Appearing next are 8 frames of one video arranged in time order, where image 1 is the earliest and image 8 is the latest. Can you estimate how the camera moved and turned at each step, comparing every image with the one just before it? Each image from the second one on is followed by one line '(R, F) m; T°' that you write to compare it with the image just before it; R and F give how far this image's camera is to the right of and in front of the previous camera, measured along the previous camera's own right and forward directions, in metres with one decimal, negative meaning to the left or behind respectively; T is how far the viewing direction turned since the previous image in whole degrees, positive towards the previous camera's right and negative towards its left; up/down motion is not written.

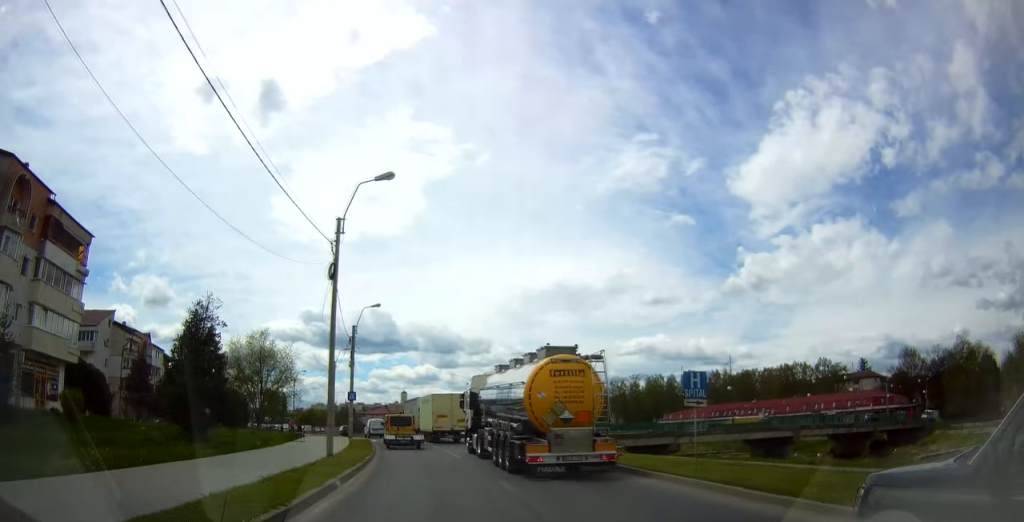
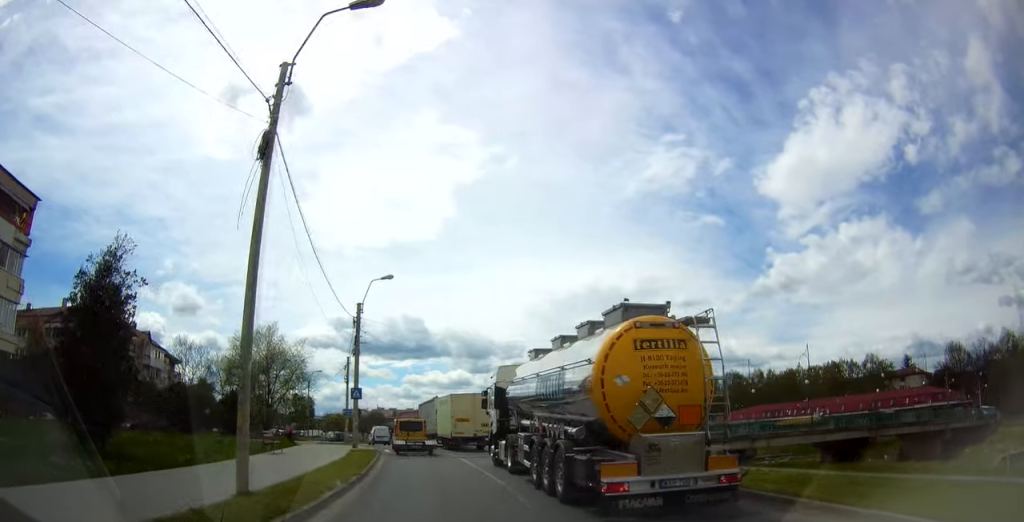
(-0.4, +10.6) m; -4°
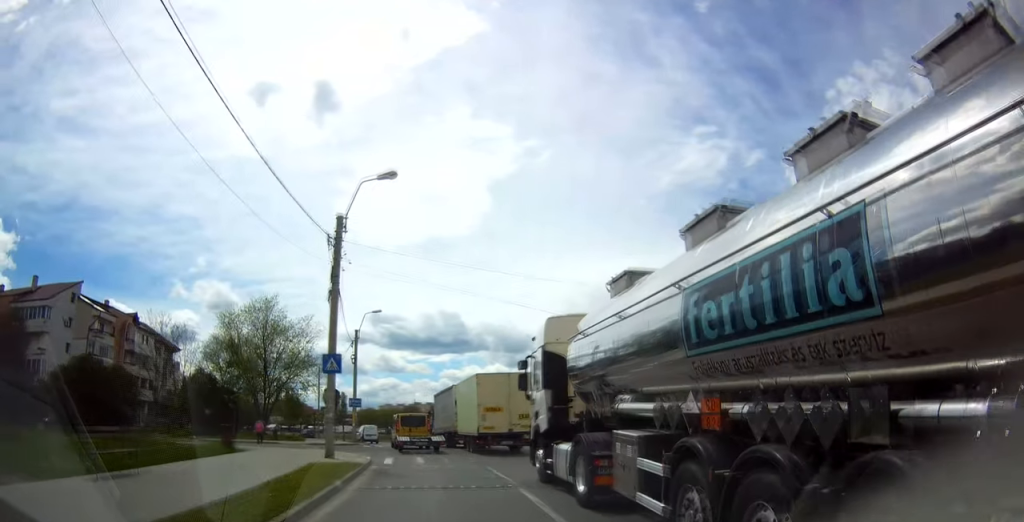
(-0.2, +13.0) m; 0°
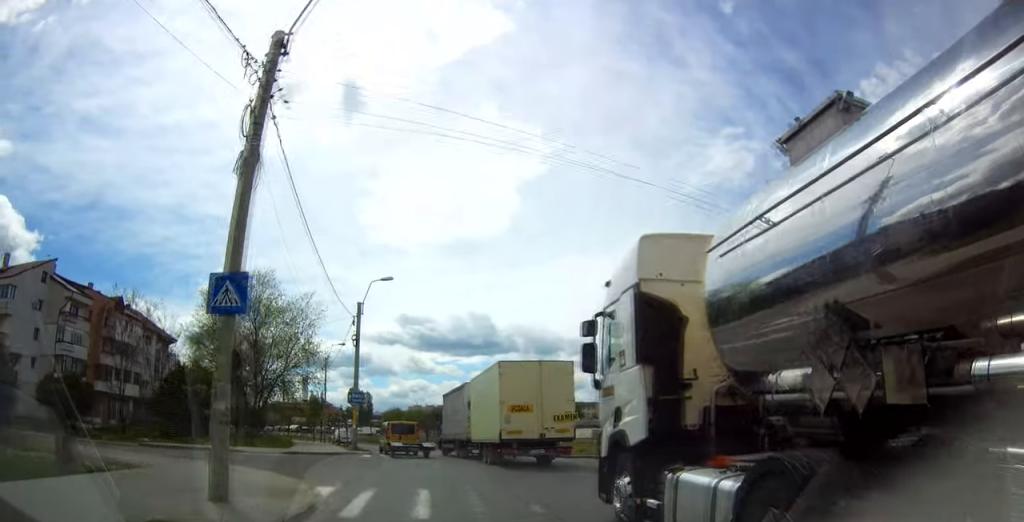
(-0.1, +10.6) m; -5°
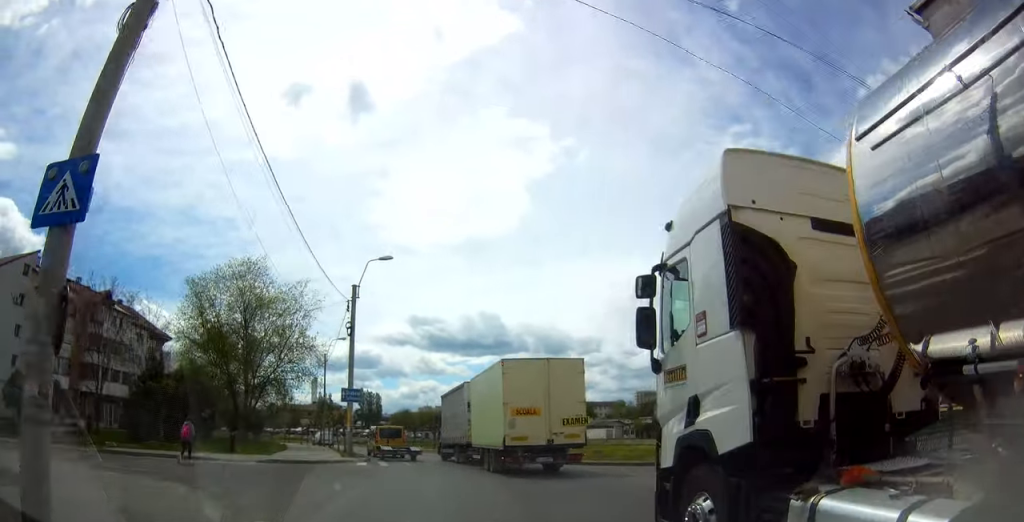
(-0.2, +5.2) m; -4°
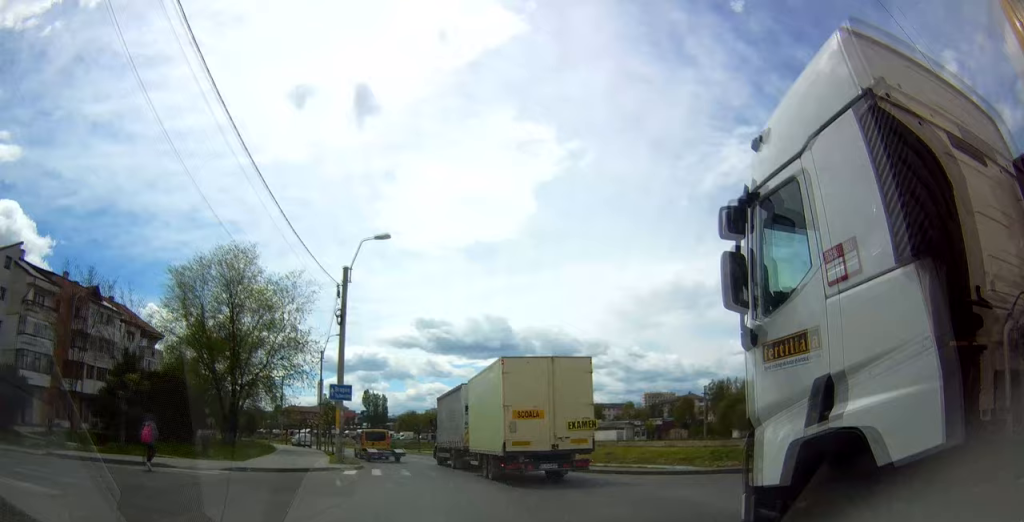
(-0.1, +4.7) m; -3°
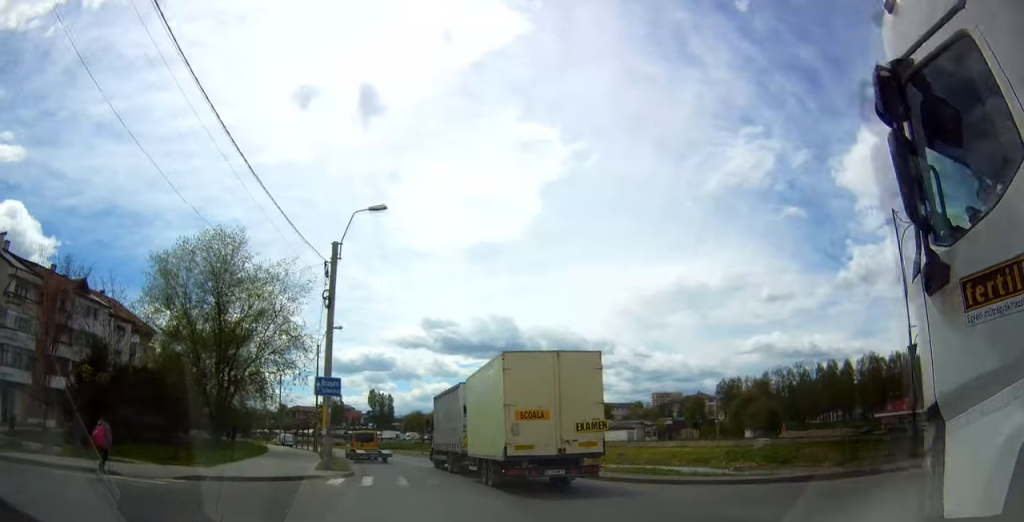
(-0.1, +4.2) m; 0°
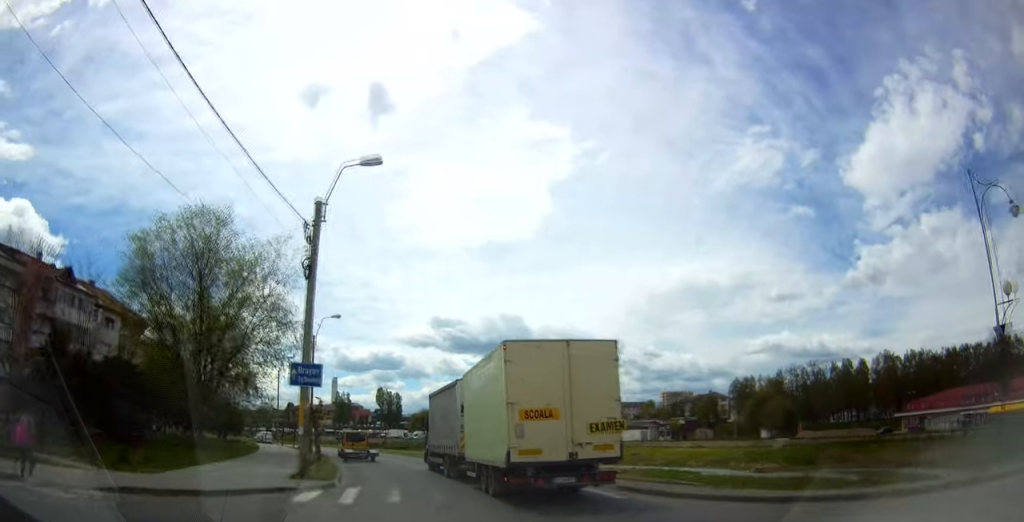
(-0.1, +4.6) m; 0°
